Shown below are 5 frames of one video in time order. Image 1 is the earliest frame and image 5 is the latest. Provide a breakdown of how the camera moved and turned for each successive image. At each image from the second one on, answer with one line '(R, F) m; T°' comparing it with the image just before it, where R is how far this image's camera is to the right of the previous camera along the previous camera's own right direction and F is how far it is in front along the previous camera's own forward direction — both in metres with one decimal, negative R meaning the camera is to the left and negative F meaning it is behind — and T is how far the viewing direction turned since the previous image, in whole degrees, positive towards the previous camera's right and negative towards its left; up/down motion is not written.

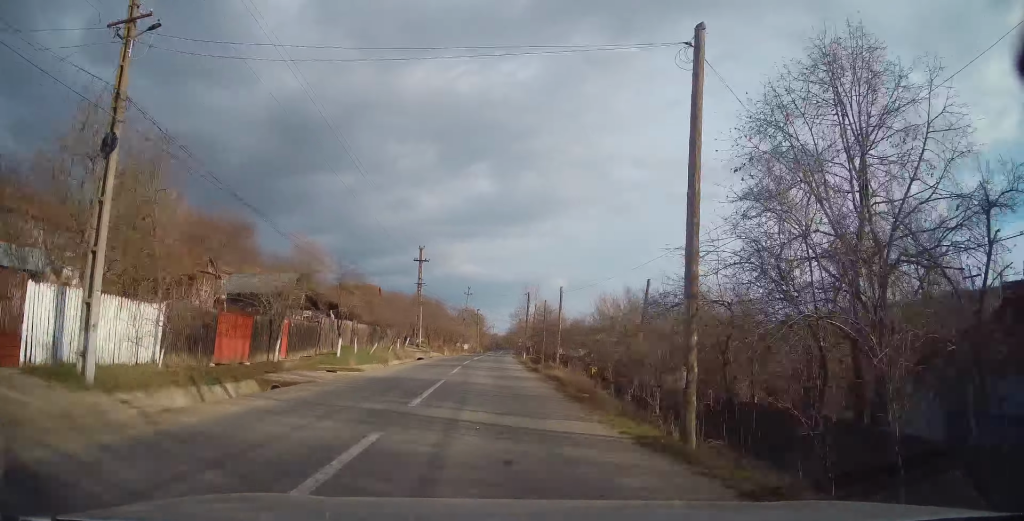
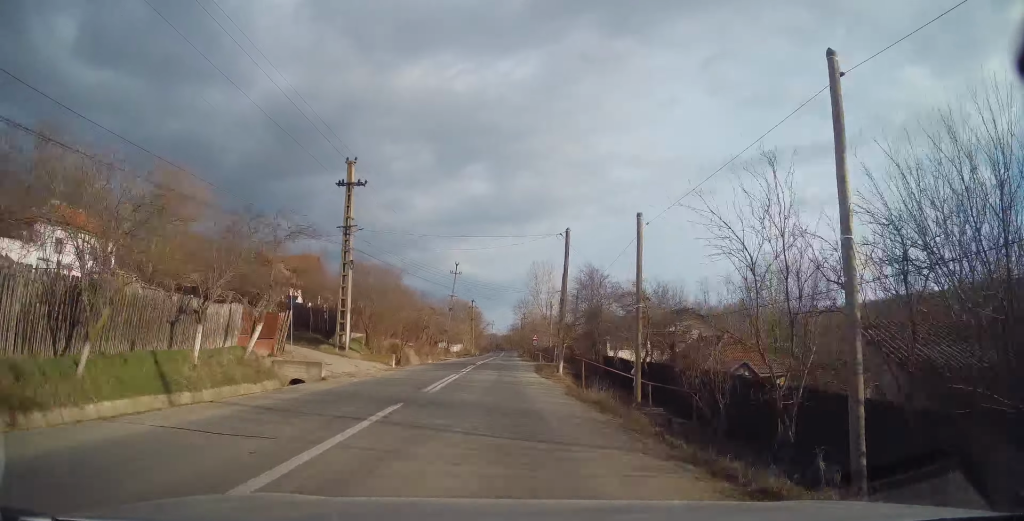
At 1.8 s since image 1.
(+0.8, +30.6) m; +2°
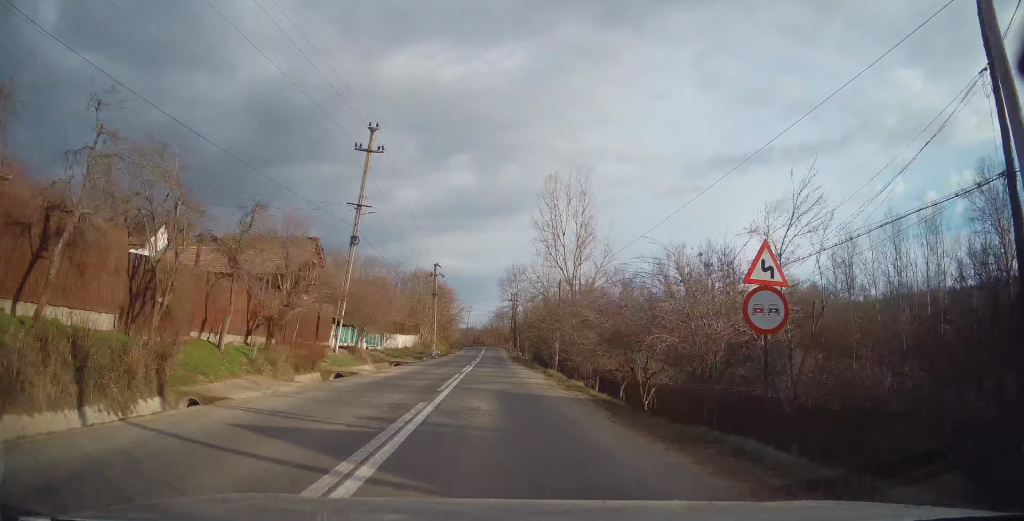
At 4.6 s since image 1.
(-0.1, +46.3) m; 0°
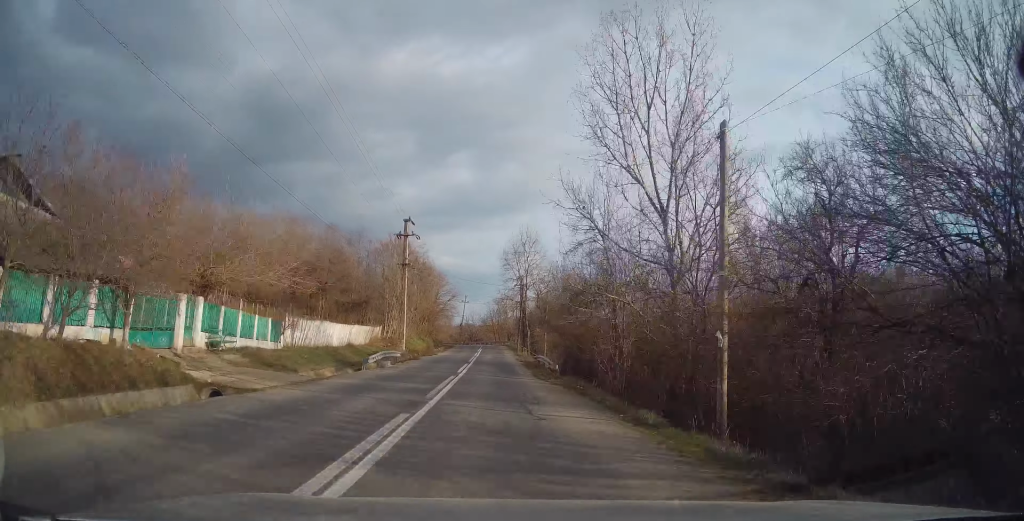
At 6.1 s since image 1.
(+0.4, +25.1) m; +1°
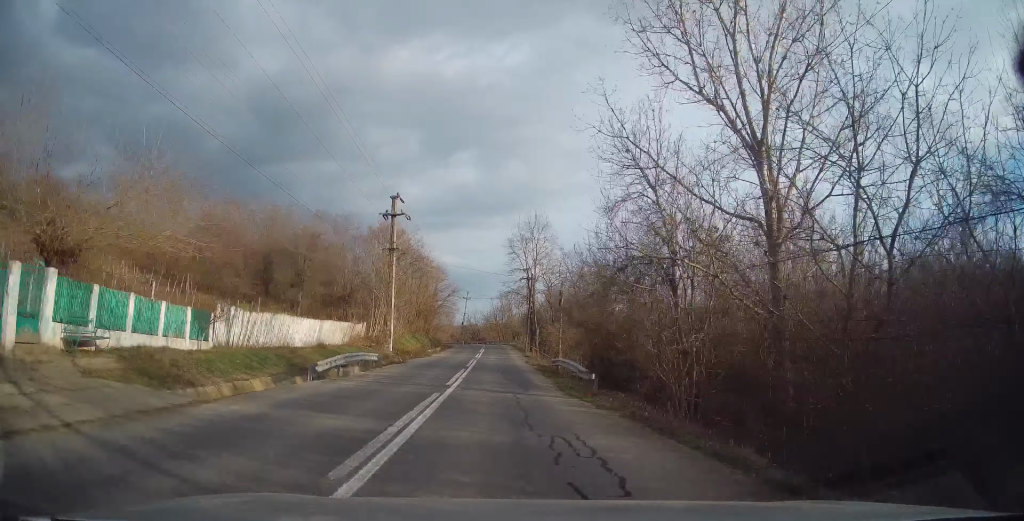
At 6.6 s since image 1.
(-0.1, +7.5) m; -1°
